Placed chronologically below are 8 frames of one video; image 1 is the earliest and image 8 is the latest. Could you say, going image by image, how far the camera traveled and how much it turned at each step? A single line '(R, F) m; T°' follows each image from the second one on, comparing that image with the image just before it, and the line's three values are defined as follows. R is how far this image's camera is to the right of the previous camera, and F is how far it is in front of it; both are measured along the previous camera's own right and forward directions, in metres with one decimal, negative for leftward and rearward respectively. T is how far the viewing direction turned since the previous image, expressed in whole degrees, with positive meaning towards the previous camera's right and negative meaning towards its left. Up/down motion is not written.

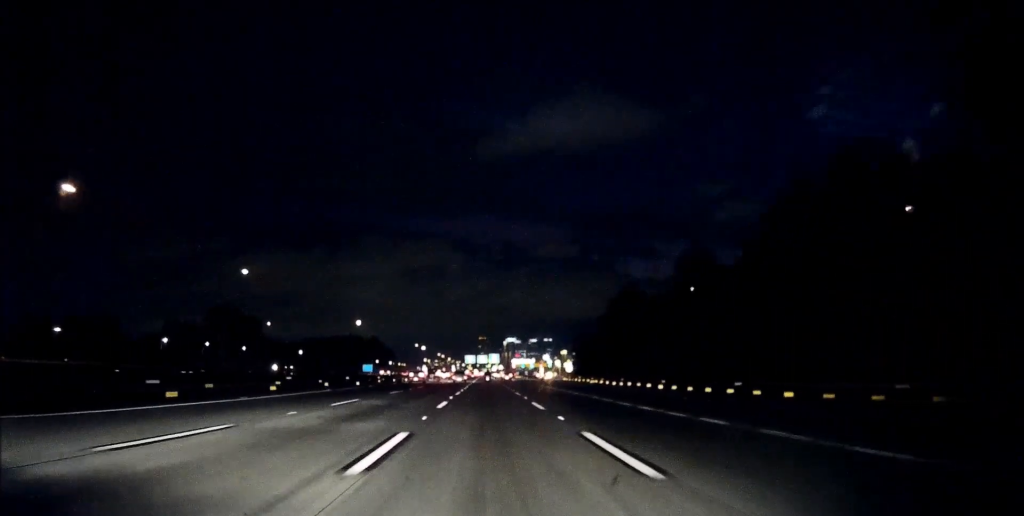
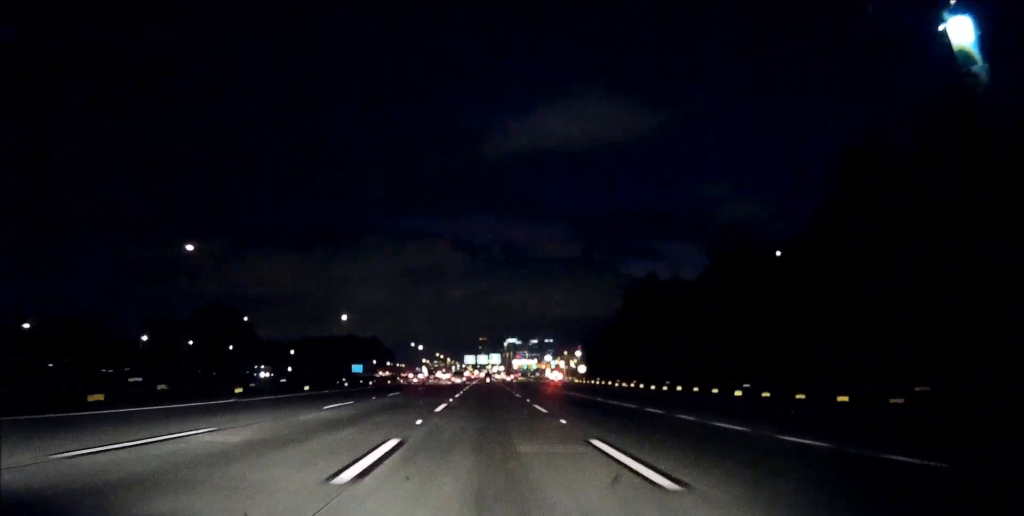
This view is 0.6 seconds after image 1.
(0.0, +17.1) m; 0°
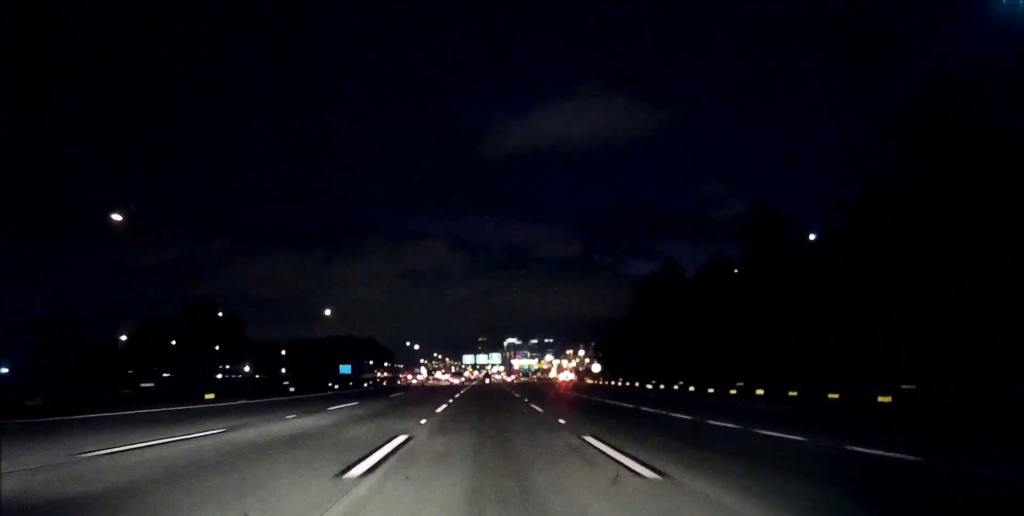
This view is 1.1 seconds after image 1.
(-0.1, +15.1) m; 0°
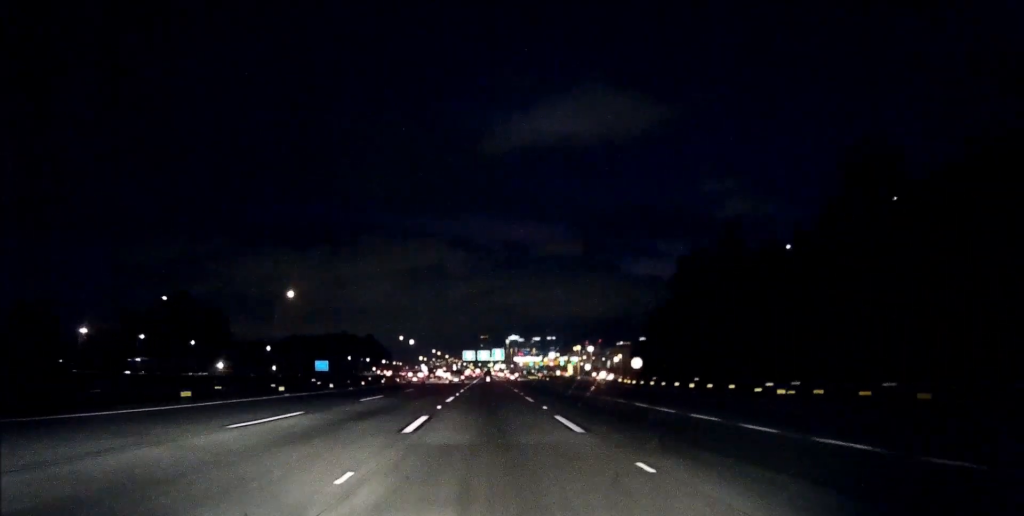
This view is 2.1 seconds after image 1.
(0.0, +26.2) m; 0°
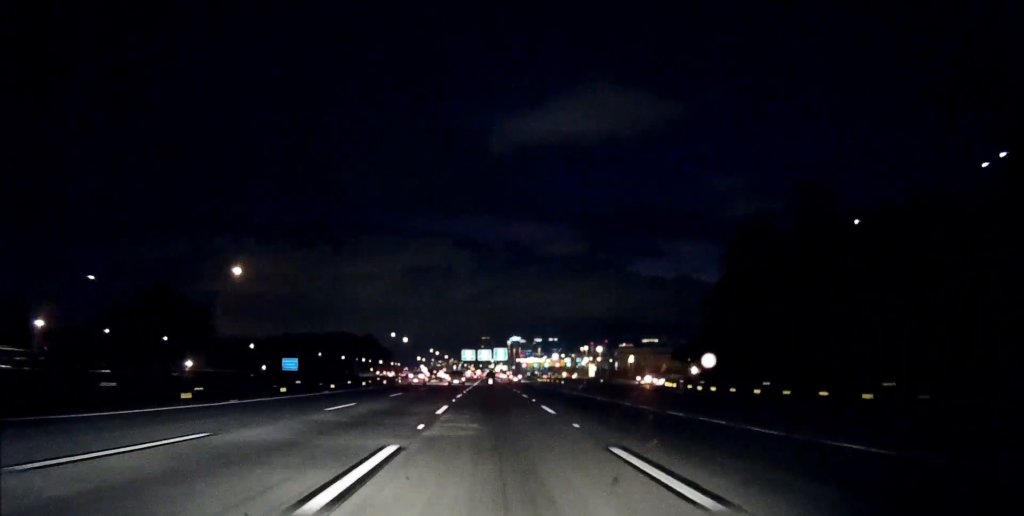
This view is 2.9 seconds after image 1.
(0.0, +24.1) m; 0°
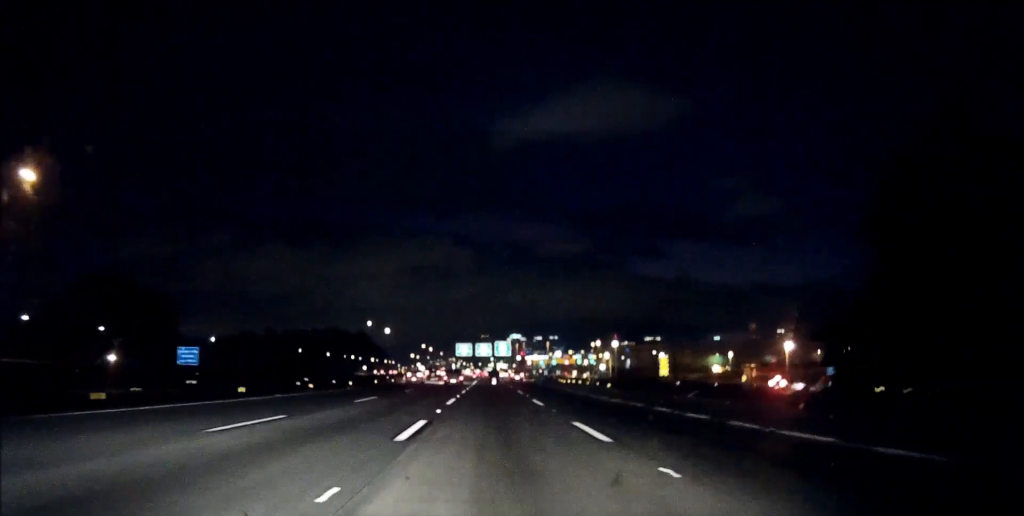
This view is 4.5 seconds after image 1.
(-0.1, +42.1) m; 0°
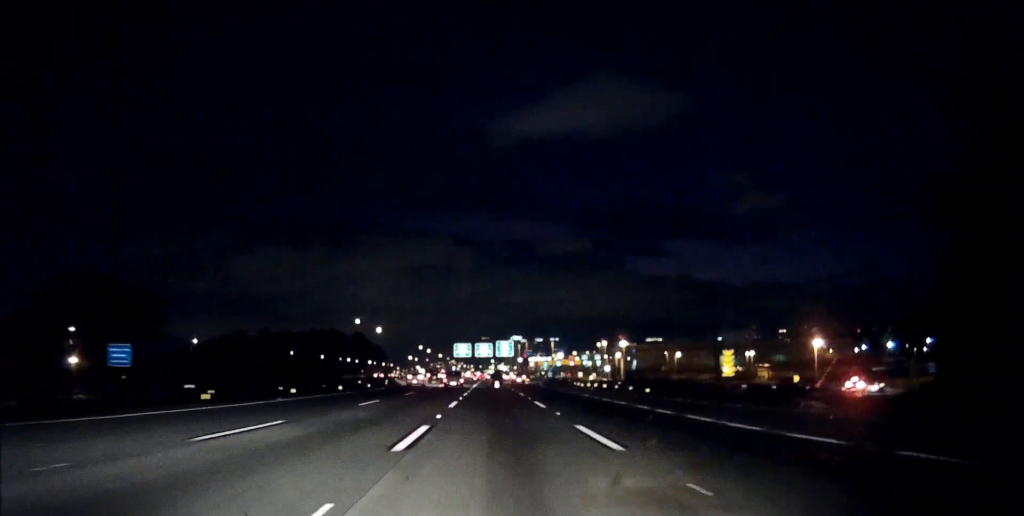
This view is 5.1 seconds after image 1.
(+0.1, +16.2) m; 0°
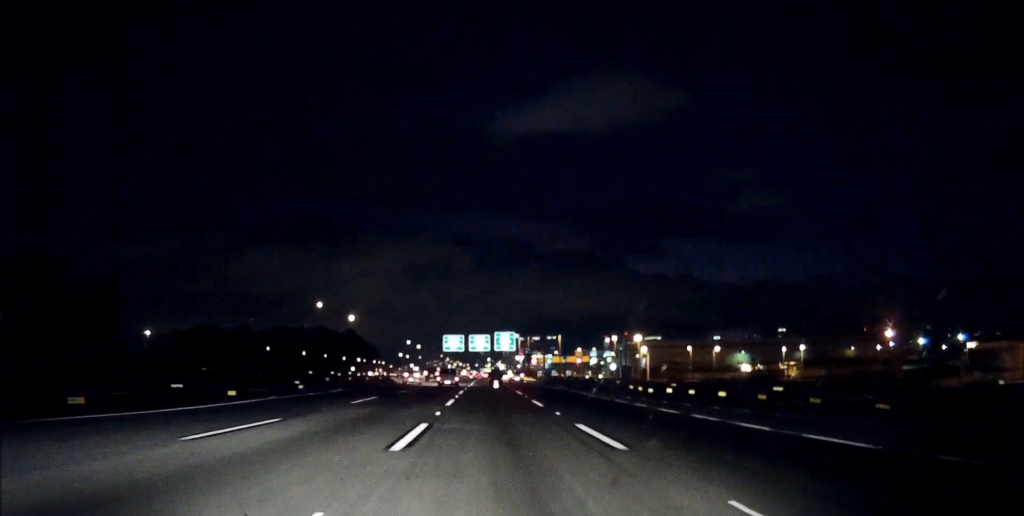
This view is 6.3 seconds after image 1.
(-0.1, +32.9) m; 0°
